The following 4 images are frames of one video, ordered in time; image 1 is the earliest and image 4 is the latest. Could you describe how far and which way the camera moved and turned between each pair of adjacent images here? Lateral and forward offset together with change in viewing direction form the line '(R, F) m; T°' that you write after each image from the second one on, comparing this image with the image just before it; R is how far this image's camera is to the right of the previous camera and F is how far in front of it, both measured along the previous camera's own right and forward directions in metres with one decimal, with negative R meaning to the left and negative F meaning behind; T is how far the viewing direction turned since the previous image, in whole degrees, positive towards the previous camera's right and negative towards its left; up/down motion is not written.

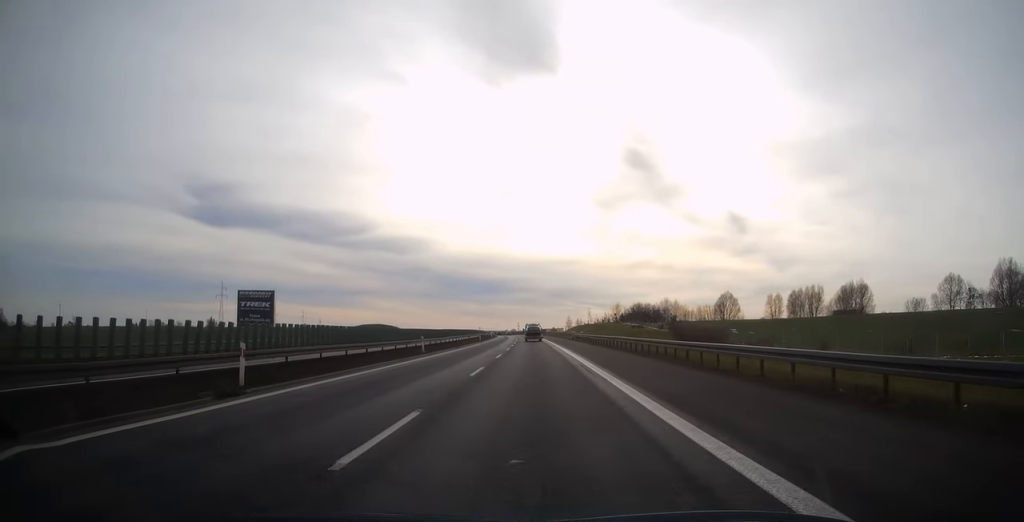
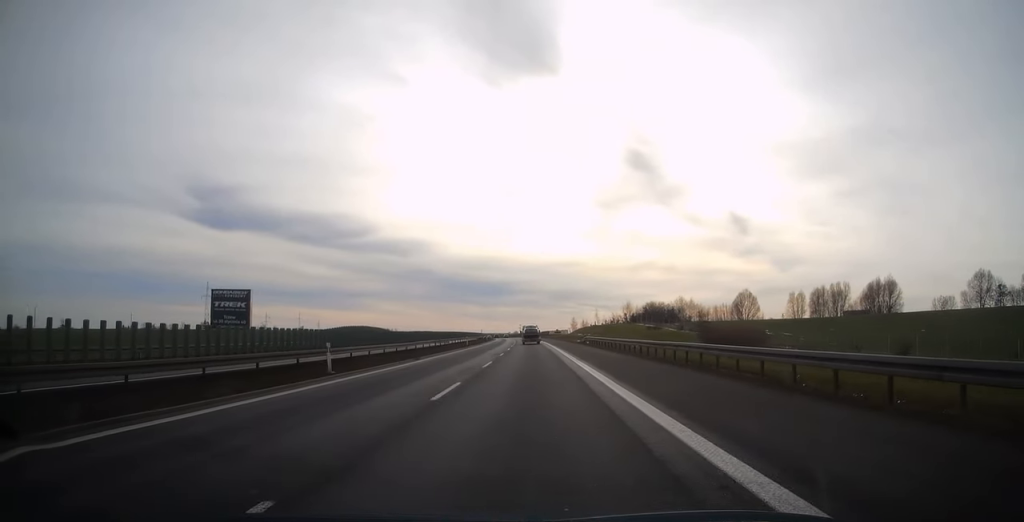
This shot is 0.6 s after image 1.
(-0.1, +18.2) m; 0°
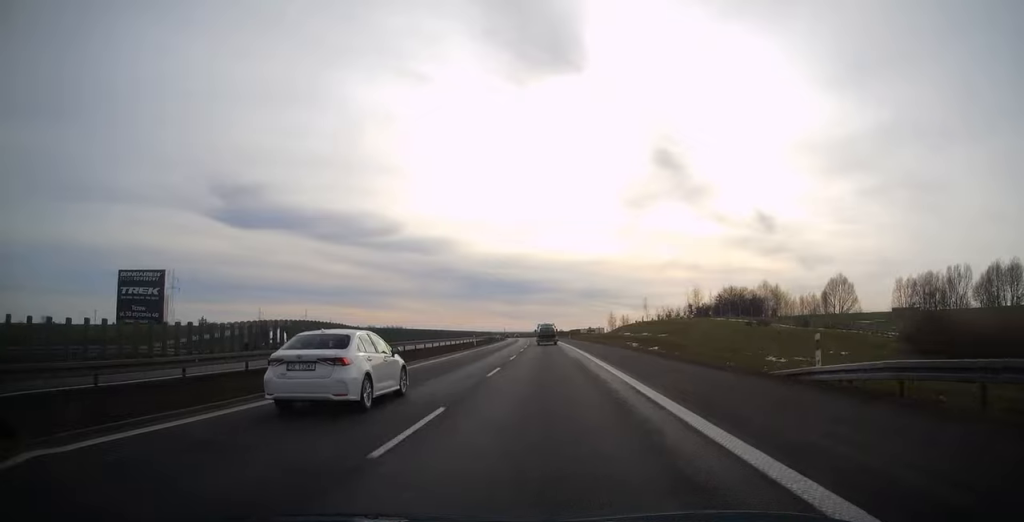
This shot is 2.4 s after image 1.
(-0.6, +53.6) m; -2°
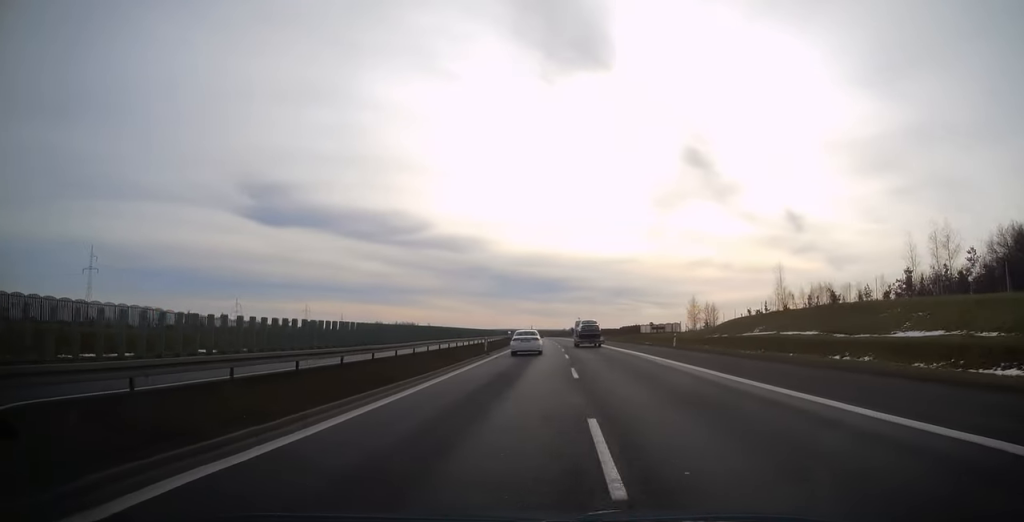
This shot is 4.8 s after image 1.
(-2.0, +73.4) m; -3°
